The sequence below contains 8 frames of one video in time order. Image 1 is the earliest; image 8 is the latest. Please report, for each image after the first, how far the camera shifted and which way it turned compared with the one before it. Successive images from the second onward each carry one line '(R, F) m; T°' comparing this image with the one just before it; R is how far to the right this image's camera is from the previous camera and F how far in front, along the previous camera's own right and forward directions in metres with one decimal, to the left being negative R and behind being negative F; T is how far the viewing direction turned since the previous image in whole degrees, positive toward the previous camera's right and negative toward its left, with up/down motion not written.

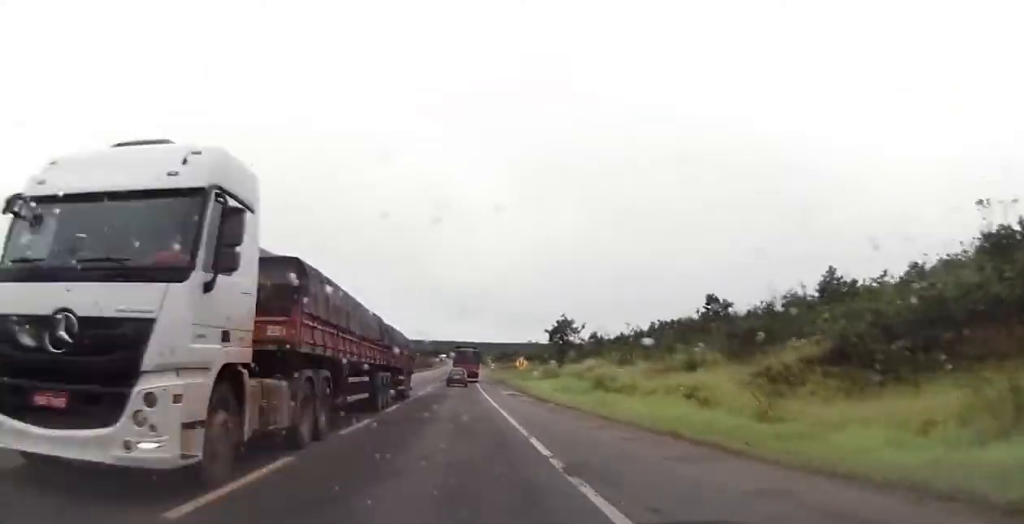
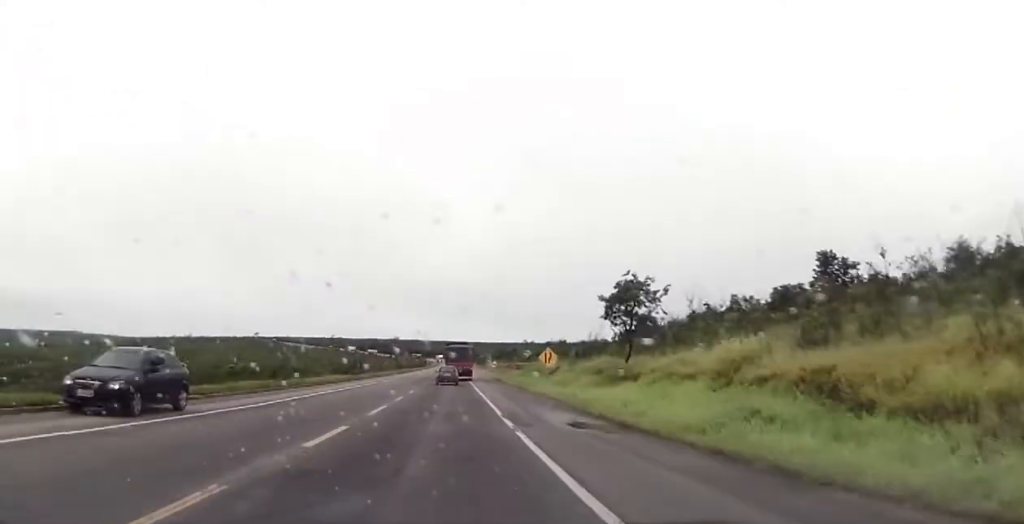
(+0.1, +26.5) m; +1°
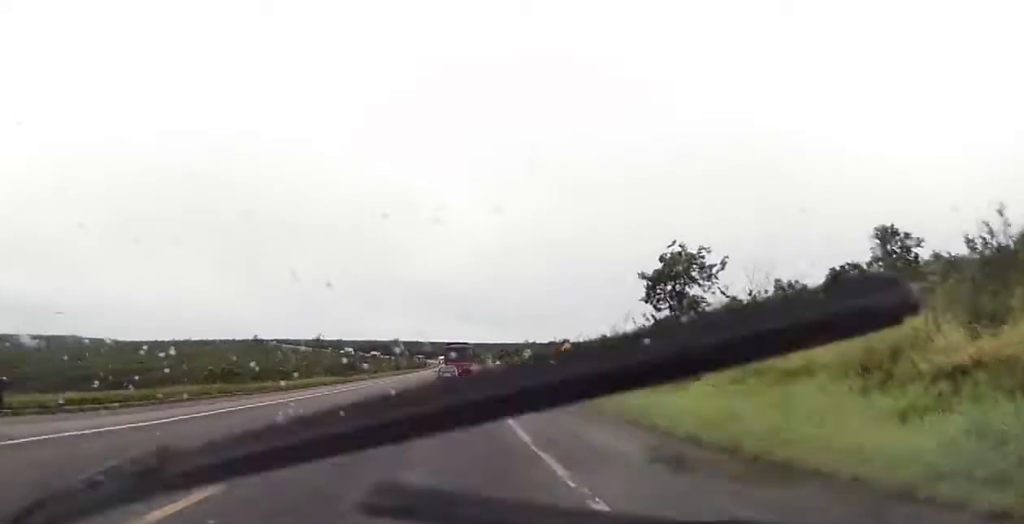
(+0.5, +8.1) m; 0°
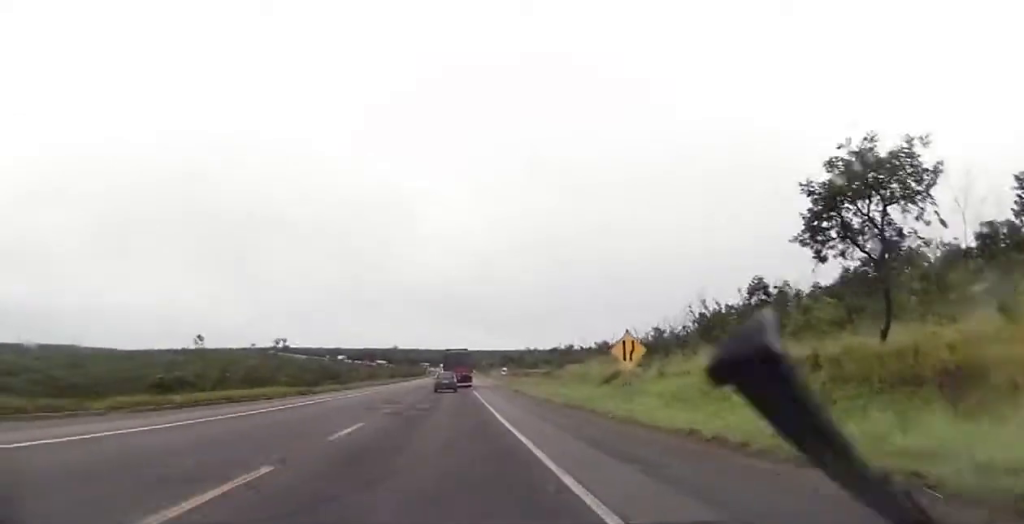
(-0.6, +13.9) m; -1°
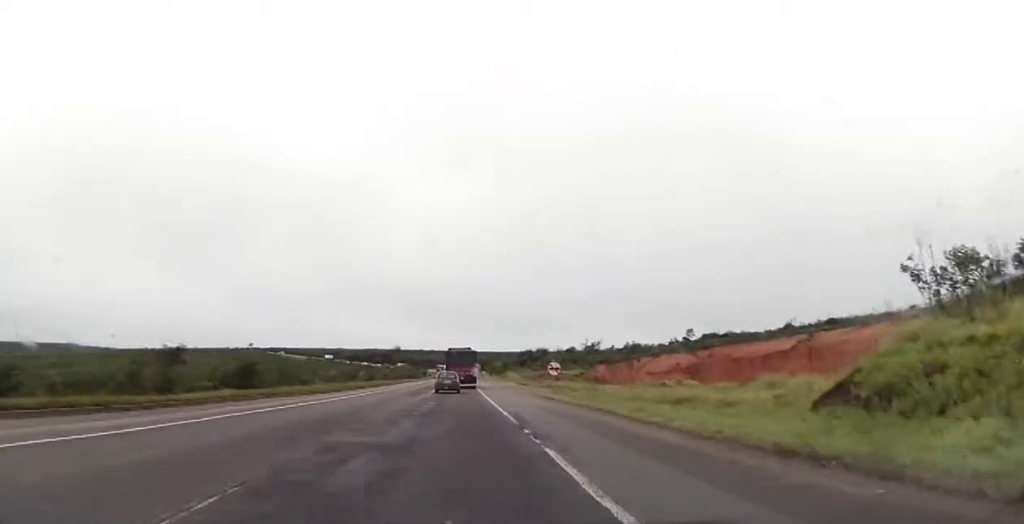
(+0.2, +40.3) m; 0°
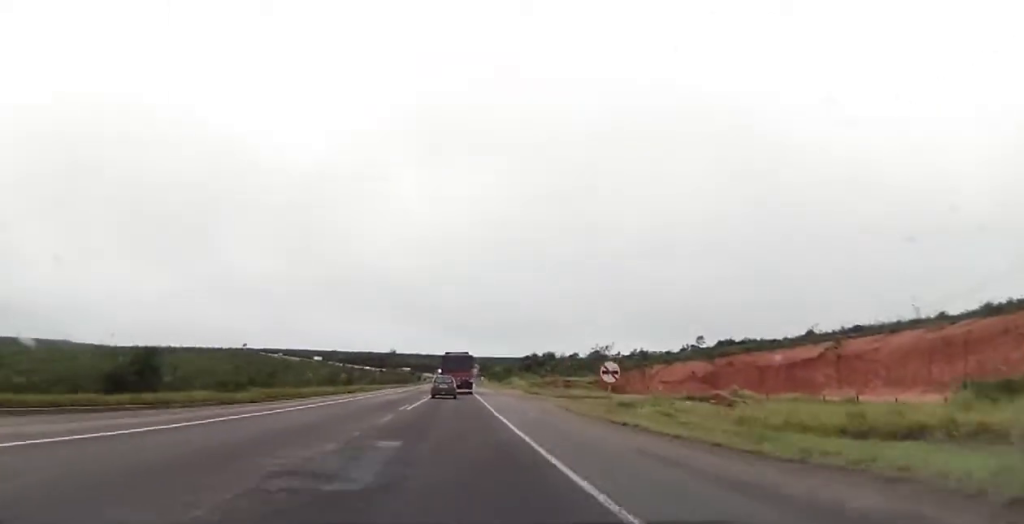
(-0.1, +17.1) m; 0°
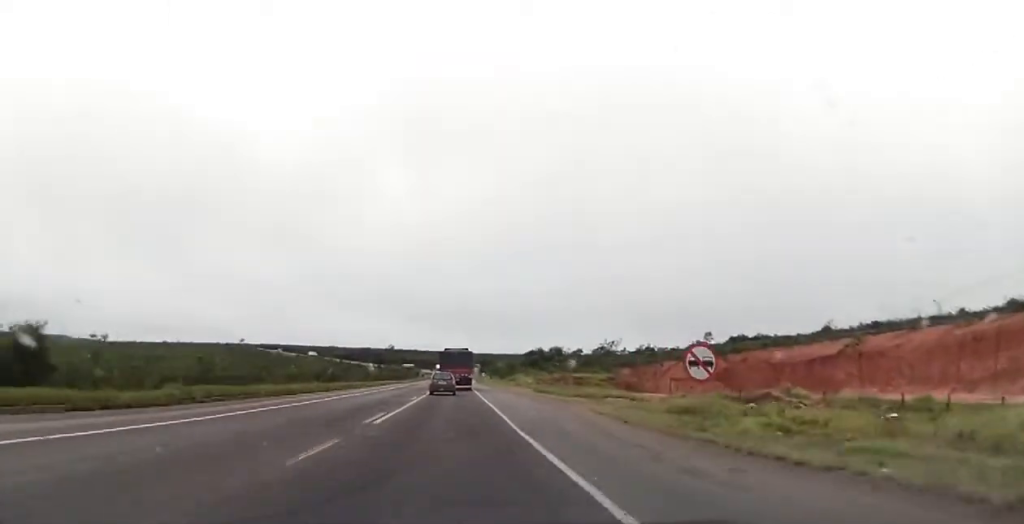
(0.0, +10.6) m; 0°
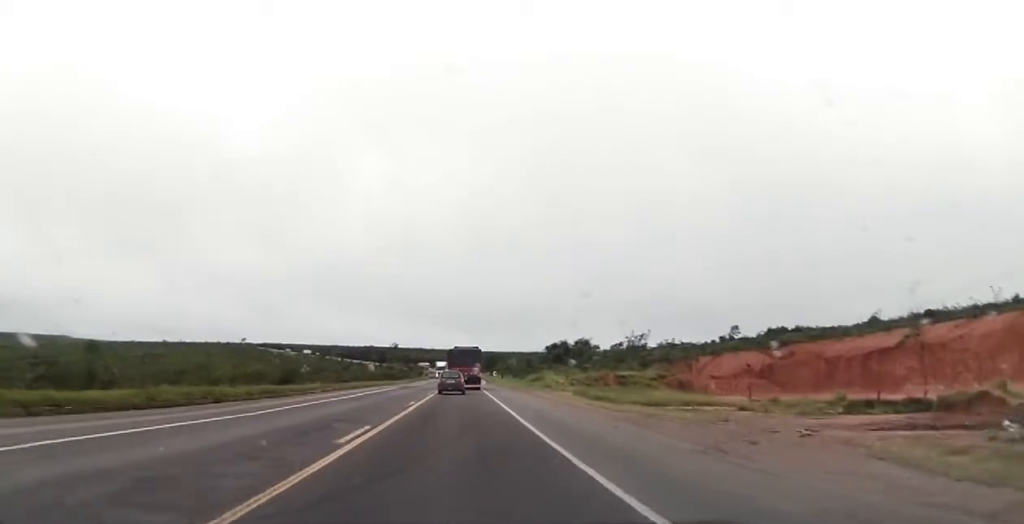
(+0.2, +22.8) m; 0°
